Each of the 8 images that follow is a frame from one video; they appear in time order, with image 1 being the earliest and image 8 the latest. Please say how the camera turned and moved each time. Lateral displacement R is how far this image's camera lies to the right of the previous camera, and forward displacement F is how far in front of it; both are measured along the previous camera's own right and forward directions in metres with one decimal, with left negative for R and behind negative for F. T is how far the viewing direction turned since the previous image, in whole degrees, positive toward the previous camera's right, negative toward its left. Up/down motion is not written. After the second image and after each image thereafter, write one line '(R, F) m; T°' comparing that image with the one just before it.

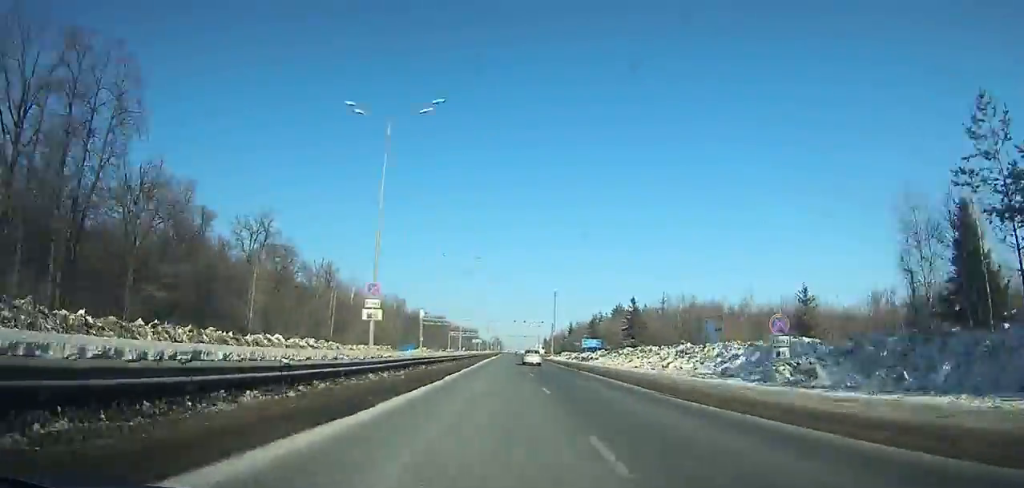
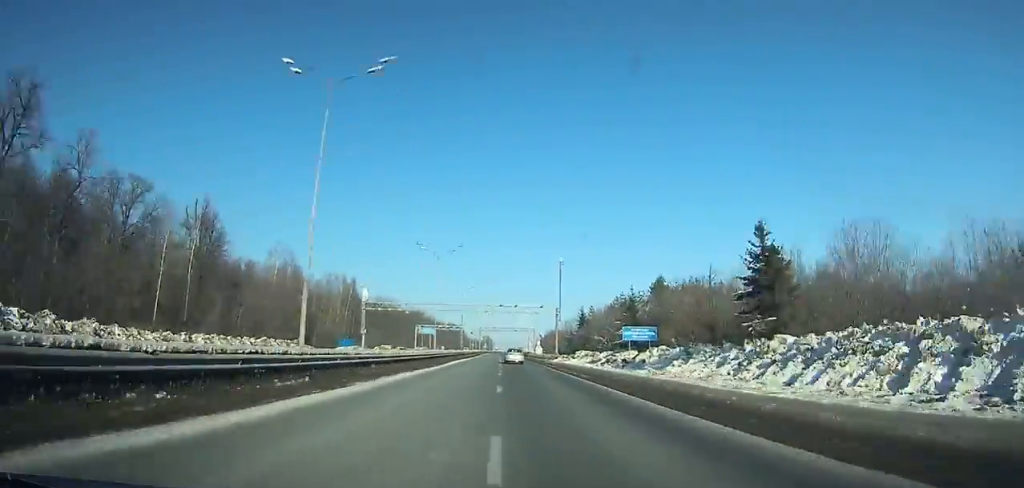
(+0.2, +47.6) m; 0°
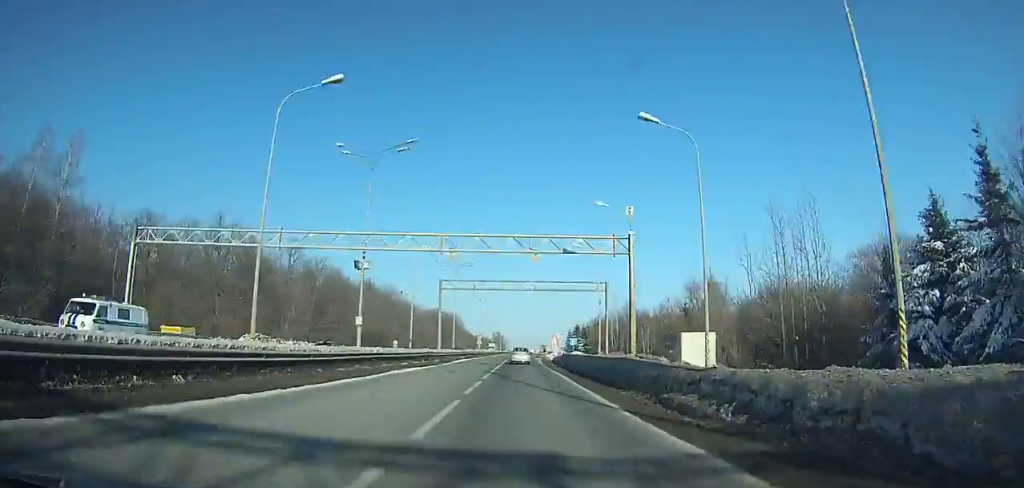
(-1.2, +113.9) m; -1°
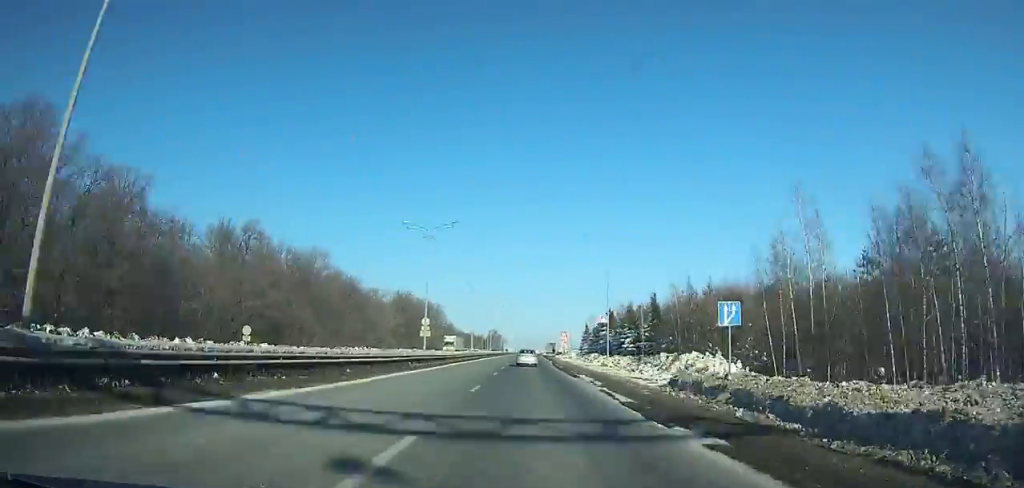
(0.0, +64.9) m; 0°
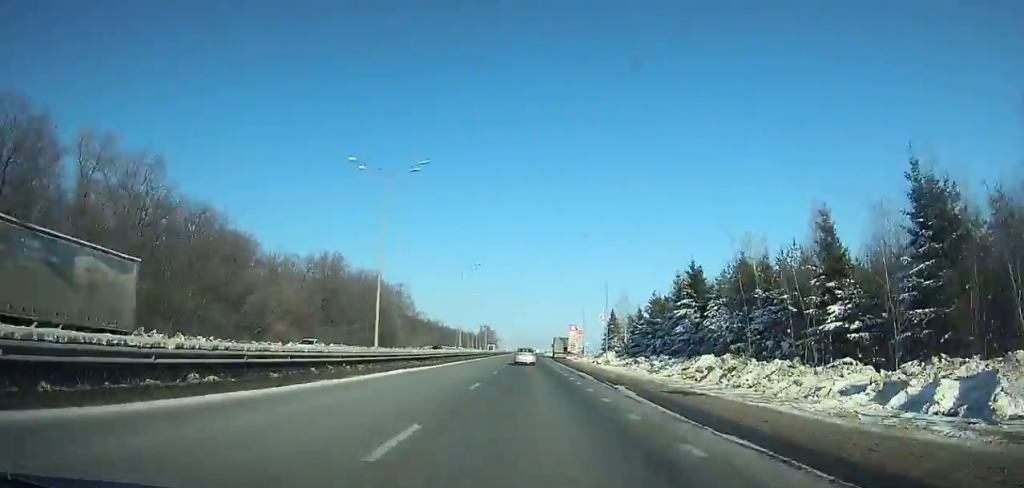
(+0.2, +58.9) m; +1°
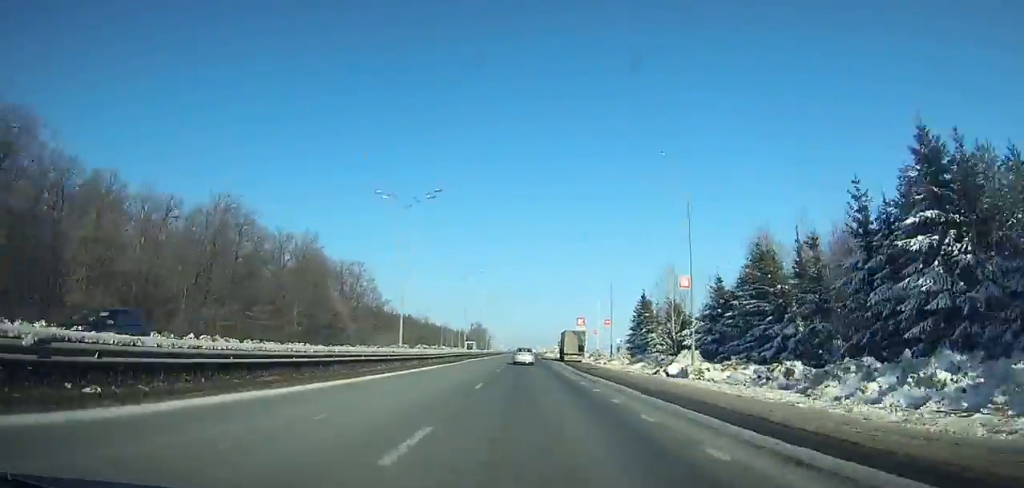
(0.0, +35.9) m; 0°
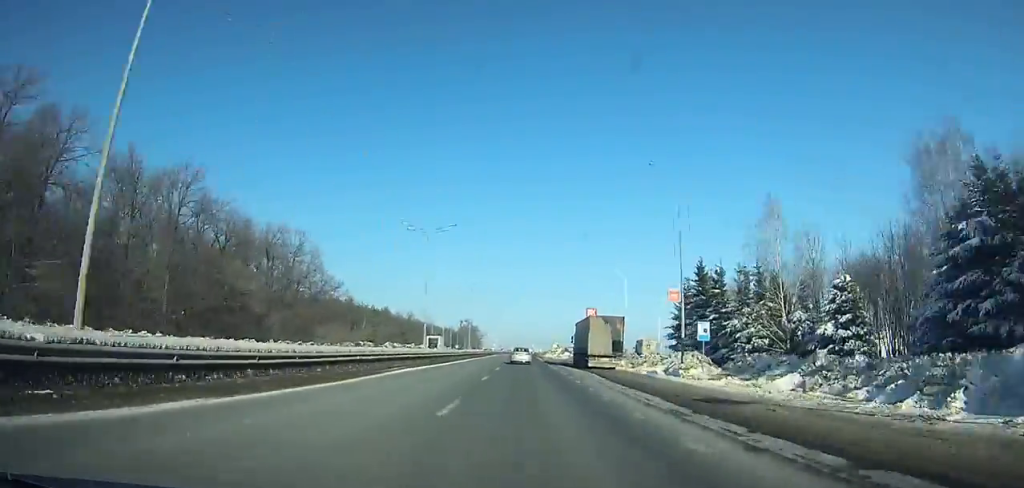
(+0.3, +31.1) m; 0°
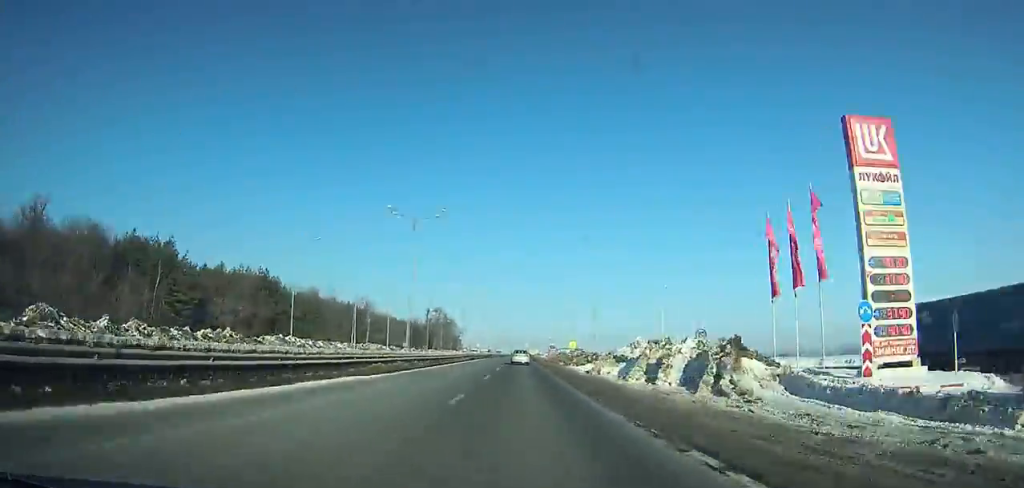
(+0.8, +93.8) m; +1°
